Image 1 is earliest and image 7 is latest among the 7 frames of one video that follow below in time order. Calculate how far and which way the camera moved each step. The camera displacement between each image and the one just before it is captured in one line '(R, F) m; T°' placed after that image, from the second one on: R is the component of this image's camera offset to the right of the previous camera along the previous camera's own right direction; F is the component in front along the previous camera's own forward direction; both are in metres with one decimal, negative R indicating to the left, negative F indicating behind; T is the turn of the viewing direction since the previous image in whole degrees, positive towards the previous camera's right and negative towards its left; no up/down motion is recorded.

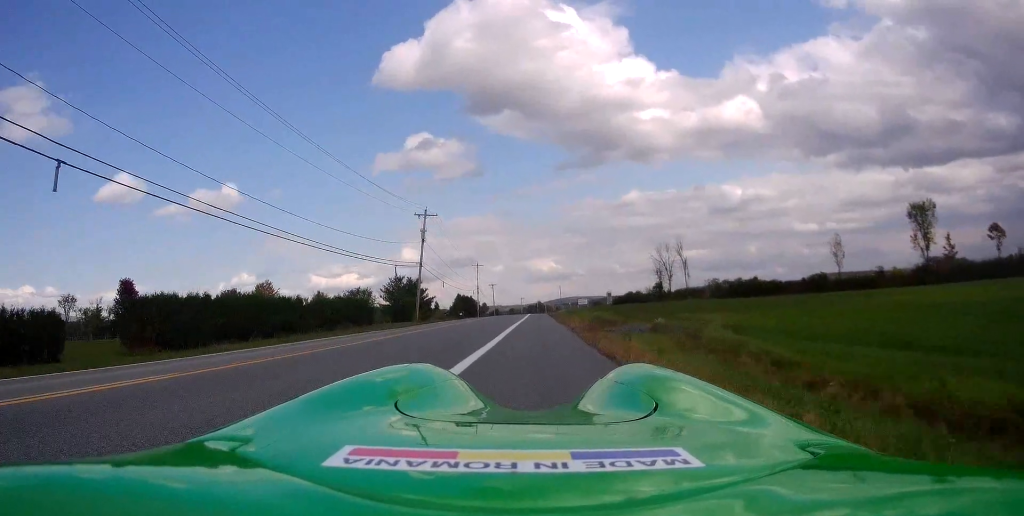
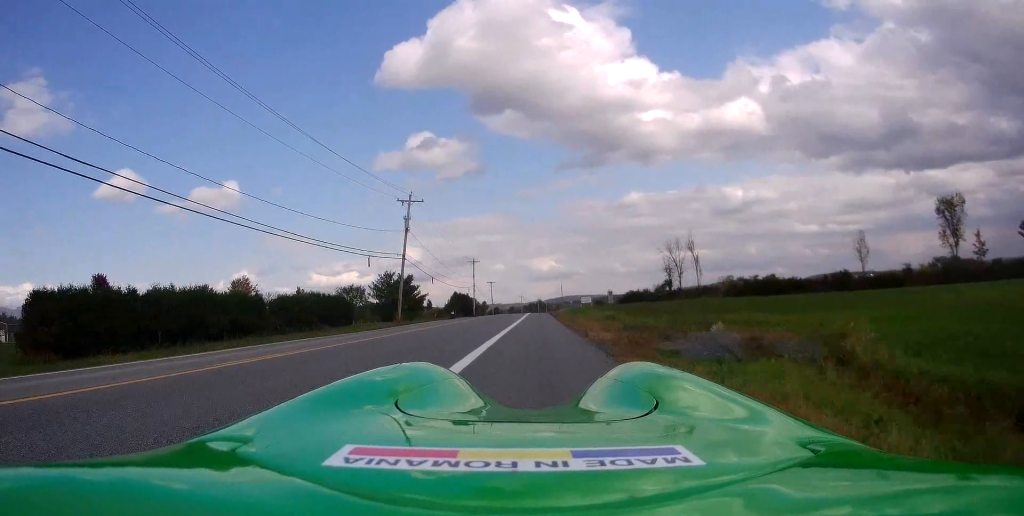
(0.0, +7.5) m; 0°
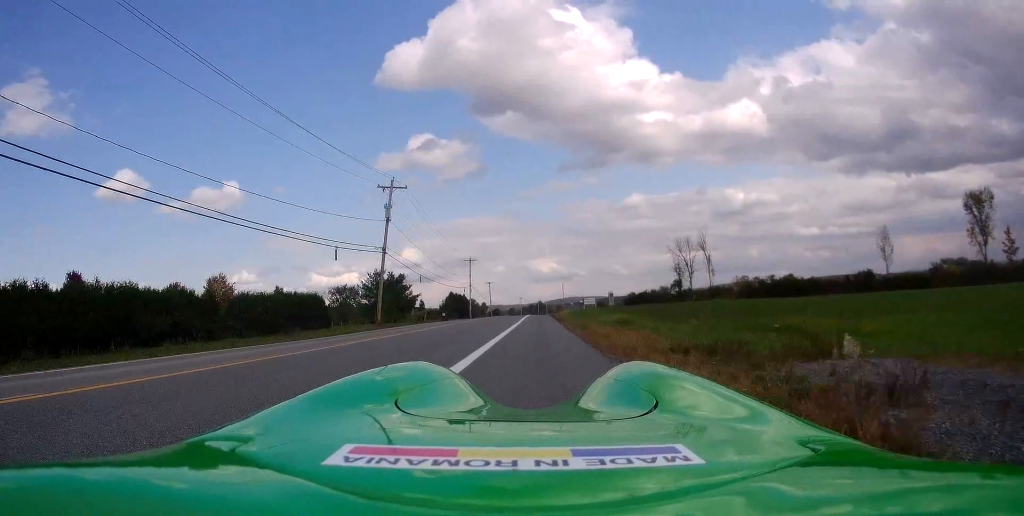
(0.0, +7.0) m; -2°
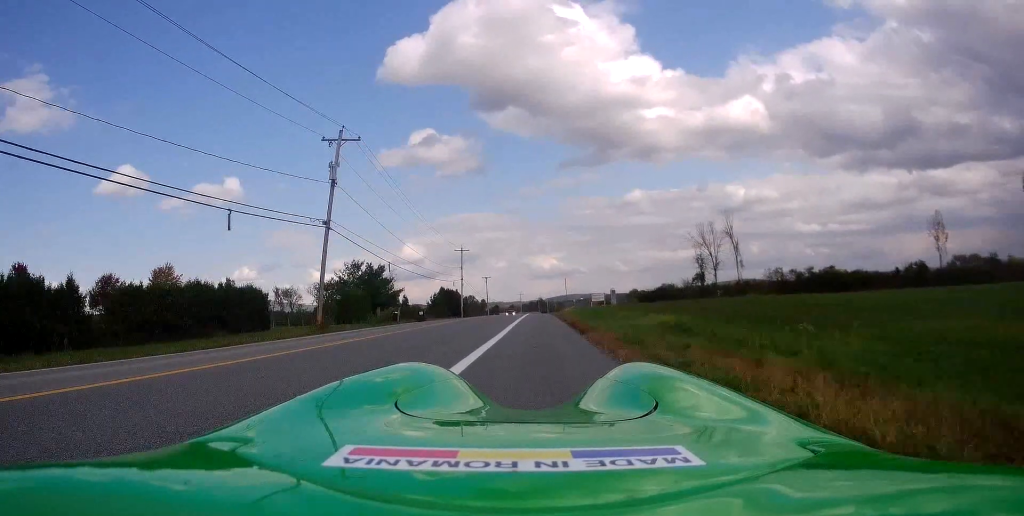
(-0.4, +12.9) m; -1°
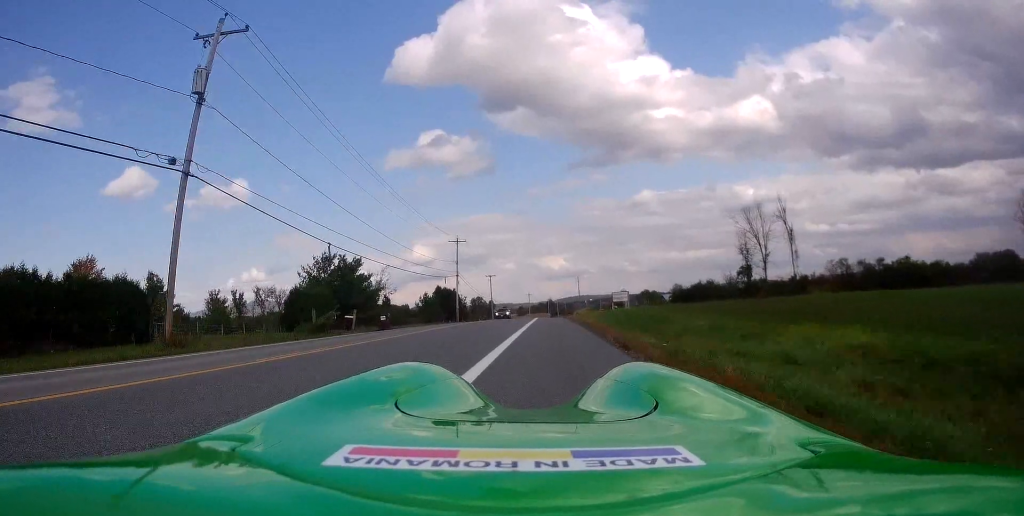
(+0.2, +15.6) m; +1°
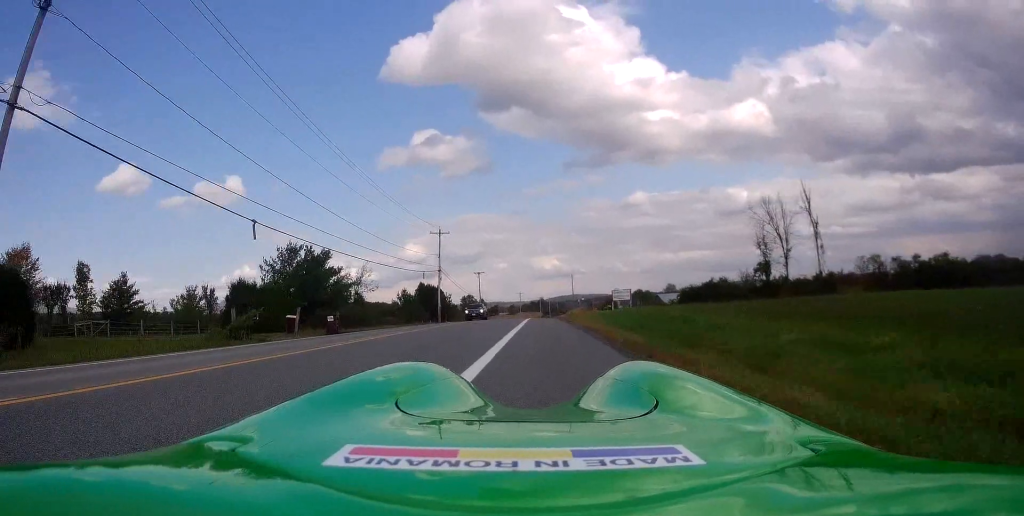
(0.0, +8.1) m; 0°
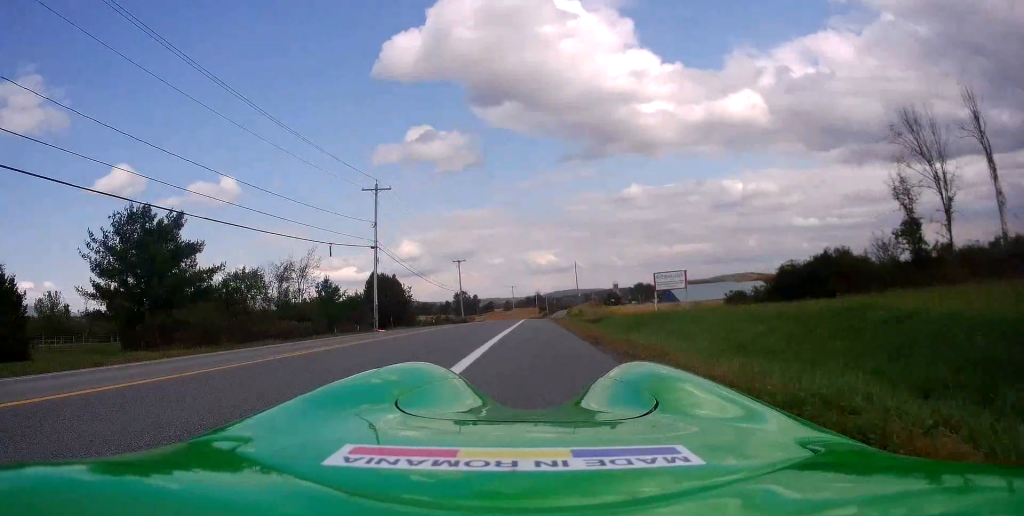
(-0.4, +26.7) m; +1°
